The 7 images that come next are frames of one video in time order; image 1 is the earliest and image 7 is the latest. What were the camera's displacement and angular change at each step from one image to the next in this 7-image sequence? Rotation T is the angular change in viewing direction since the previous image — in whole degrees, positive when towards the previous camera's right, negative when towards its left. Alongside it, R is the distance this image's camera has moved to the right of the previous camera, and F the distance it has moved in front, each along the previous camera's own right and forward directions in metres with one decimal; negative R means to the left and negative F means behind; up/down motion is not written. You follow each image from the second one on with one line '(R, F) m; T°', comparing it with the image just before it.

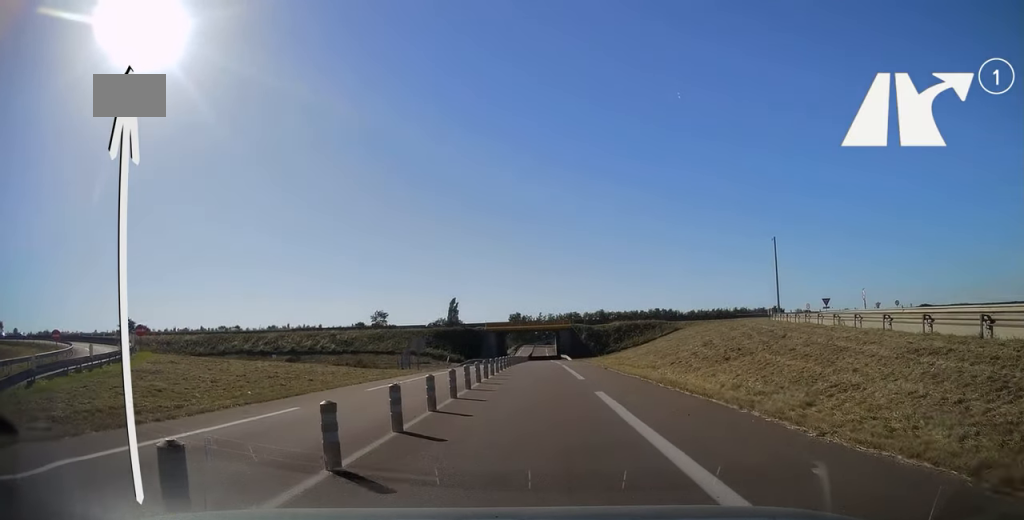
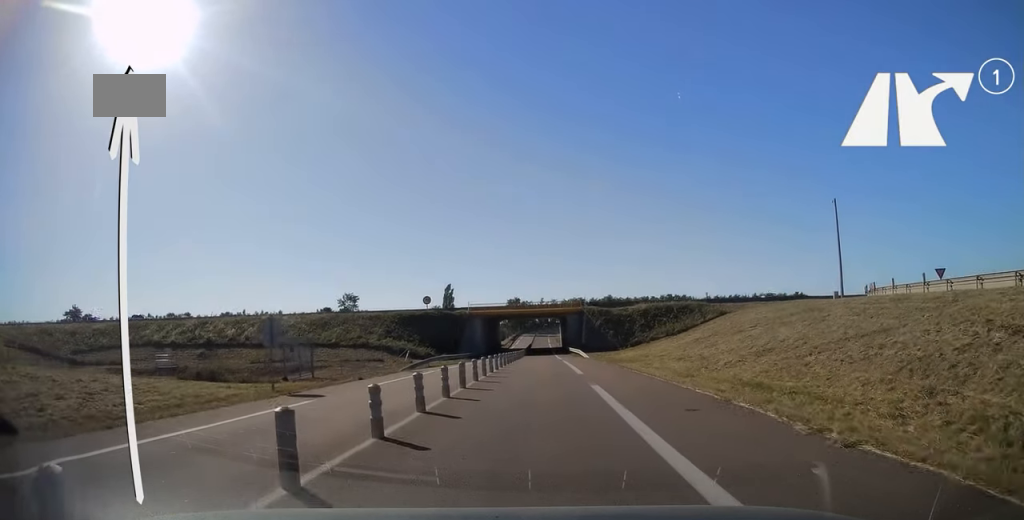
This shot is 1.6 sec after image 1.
(+0.3, +25.2) m; 0°
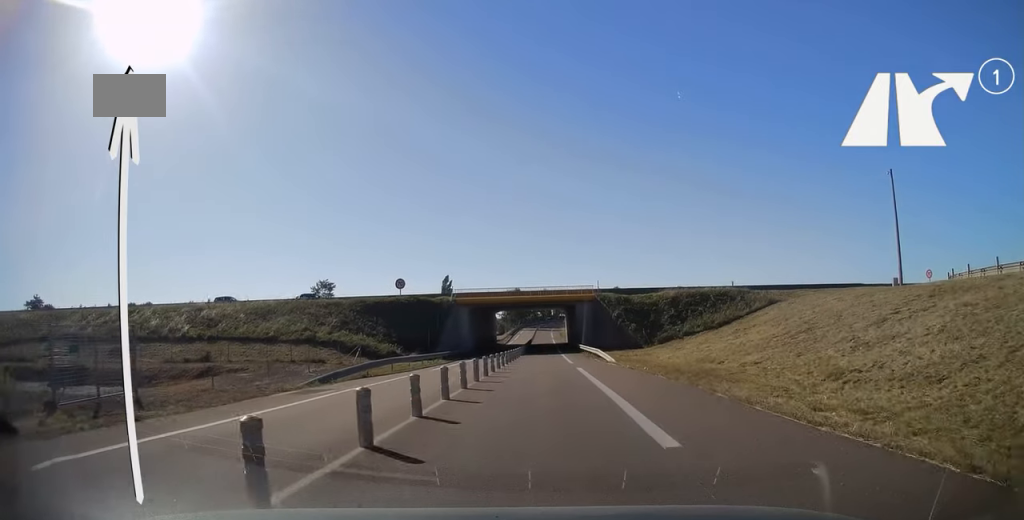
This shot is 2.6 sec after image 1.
(-0.3, +16.0) m; 0°
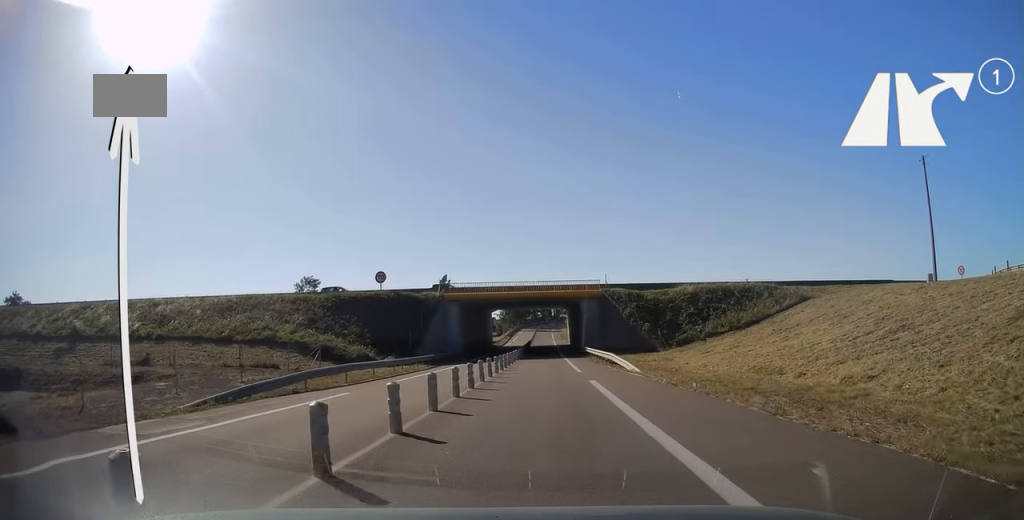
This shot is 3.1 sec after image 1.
(+0.1, +7.7) m; 0°
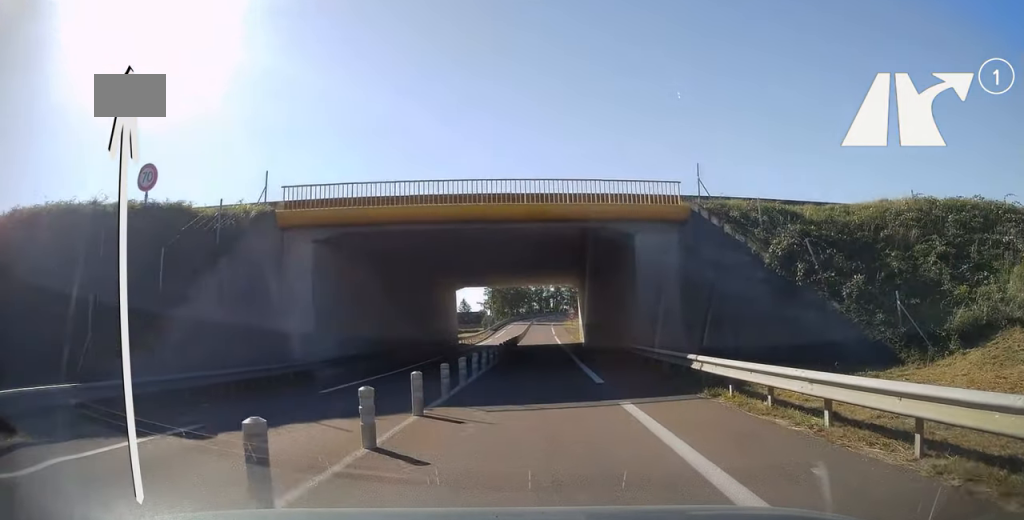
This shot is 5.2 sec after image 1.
(-0.3, +34.6) m; 0°
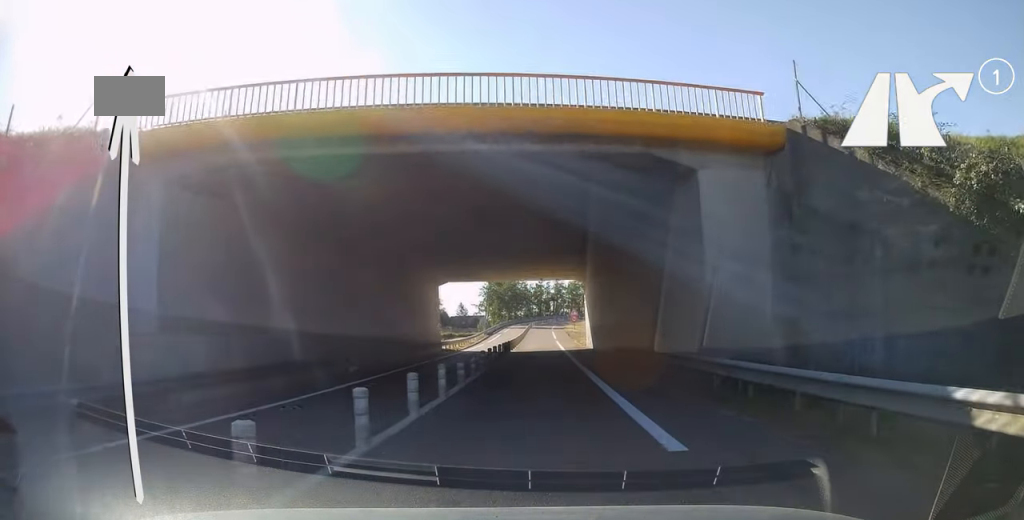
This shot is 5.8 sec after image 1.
(+0.1, +9.2) m; +1°
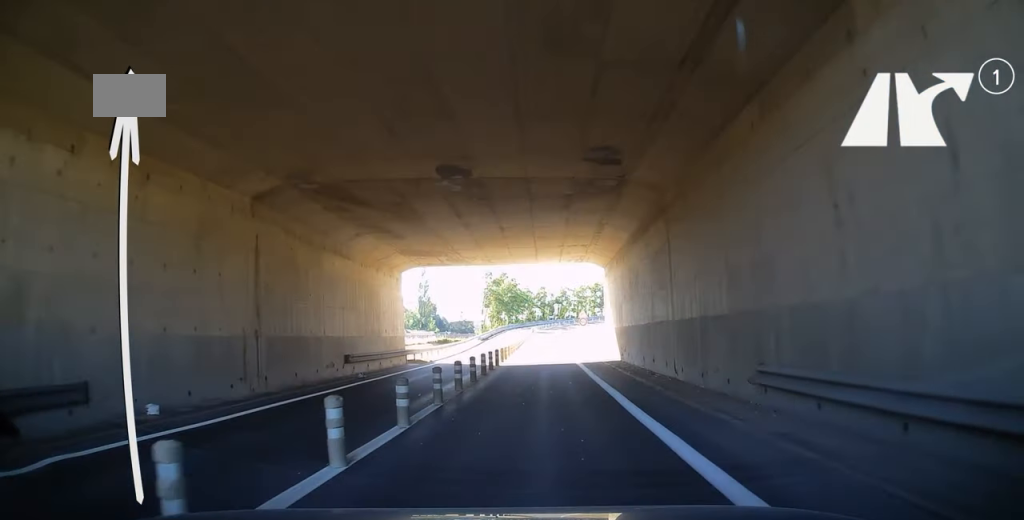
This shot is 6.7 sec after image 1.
(+0.3, +13.2) m; 0°
